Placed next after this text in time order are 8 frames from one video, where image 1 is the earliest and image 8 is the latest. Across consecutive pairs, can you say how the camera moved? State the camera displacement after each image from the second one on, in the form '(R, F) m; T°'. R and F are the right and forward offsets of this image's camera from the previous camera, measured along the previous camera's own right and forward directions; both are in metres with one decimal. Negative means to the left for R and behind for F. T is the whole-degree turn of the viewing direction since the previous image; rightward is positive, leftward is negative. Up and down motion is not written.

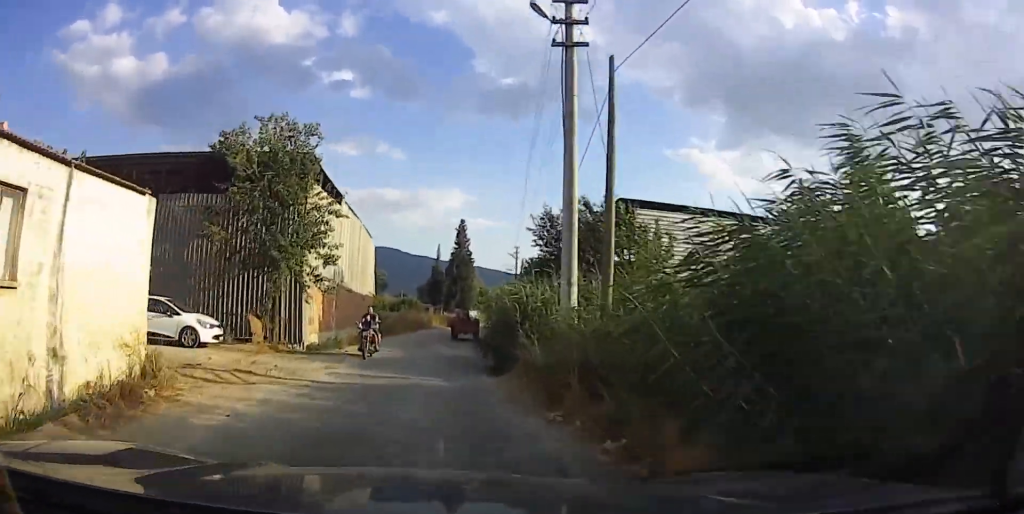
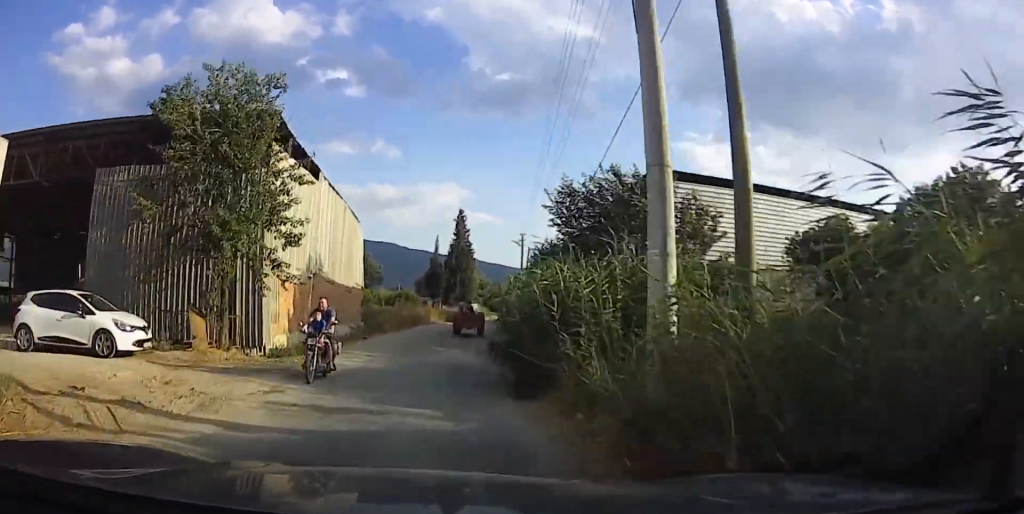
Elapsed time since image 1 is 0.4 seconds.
(+0.1, +4.9) m; +1°
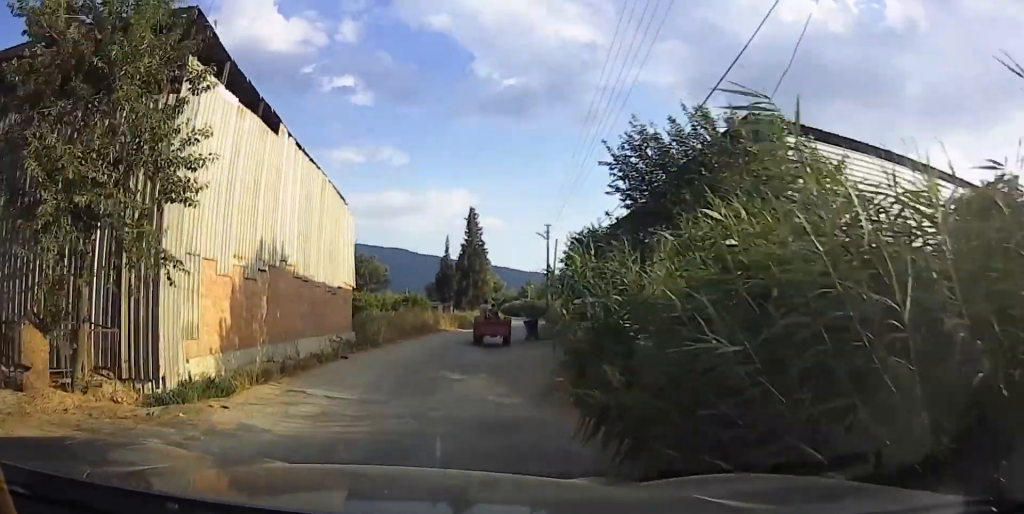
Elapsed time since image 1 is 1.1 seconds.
(0.0, +7.4) m; -1°
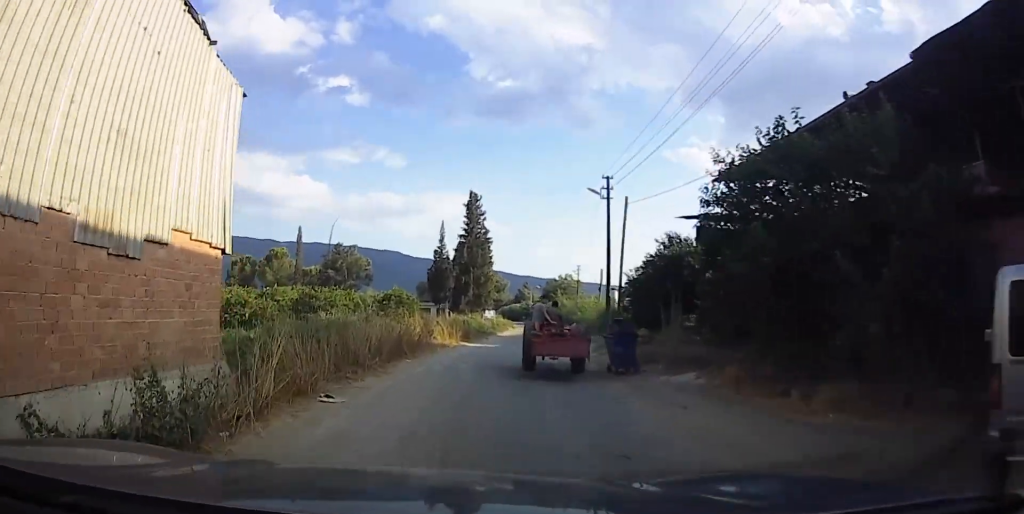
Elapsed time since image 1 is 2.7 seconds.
(-0.5, +16.0) m; -4°
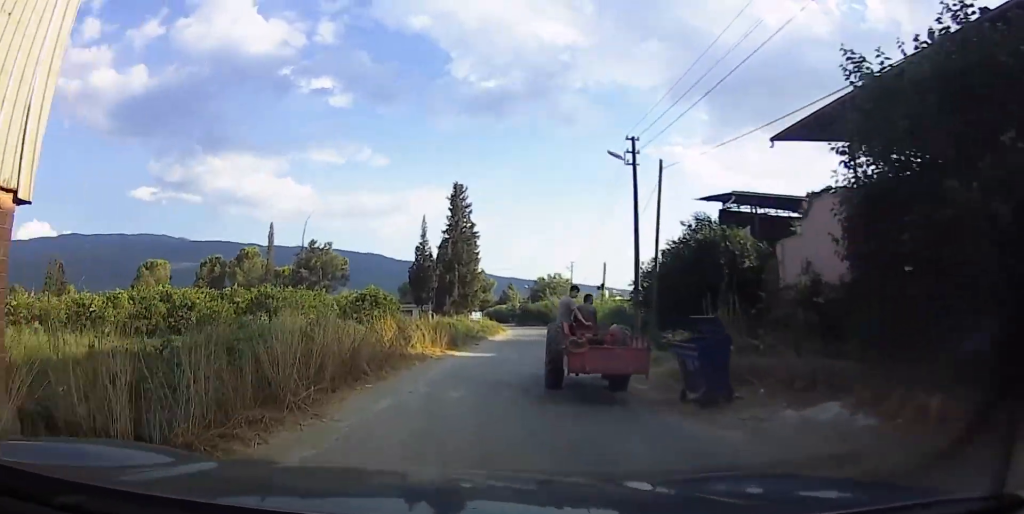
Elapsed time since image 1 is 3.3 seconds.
(+0.1, +5.9) m; -2°
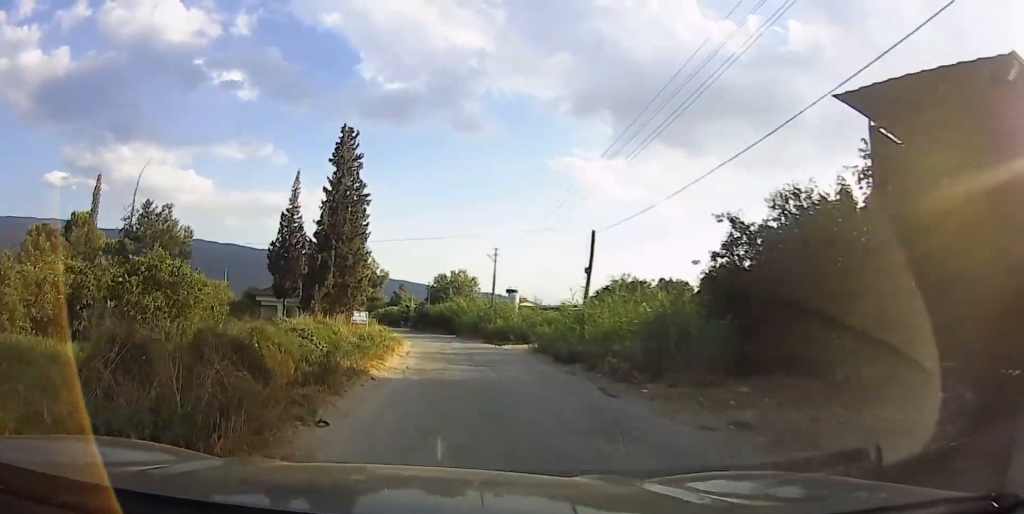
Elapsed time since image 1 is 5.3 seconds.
(+1.2, +18.4) m; +11°
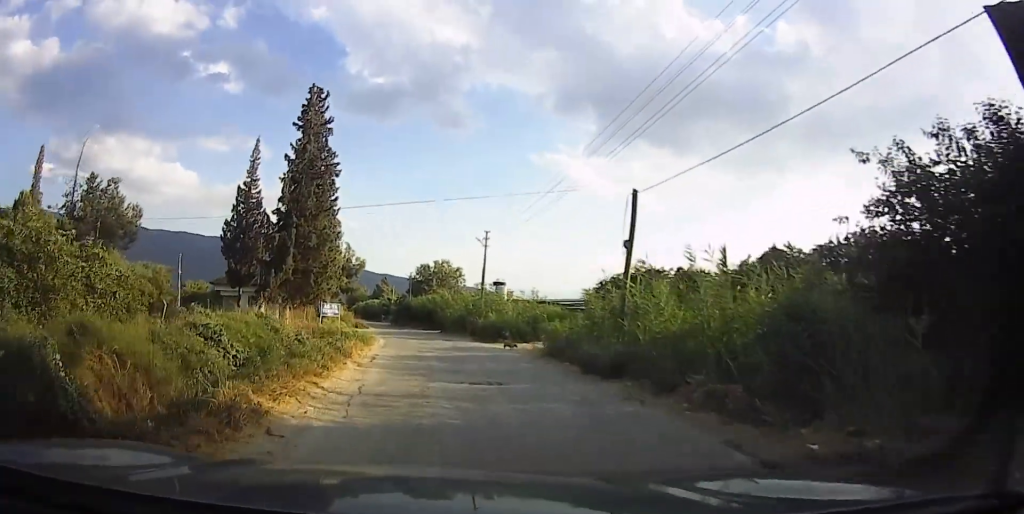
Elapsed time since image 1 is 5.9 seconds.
(0.0, +6.1) m; 0°
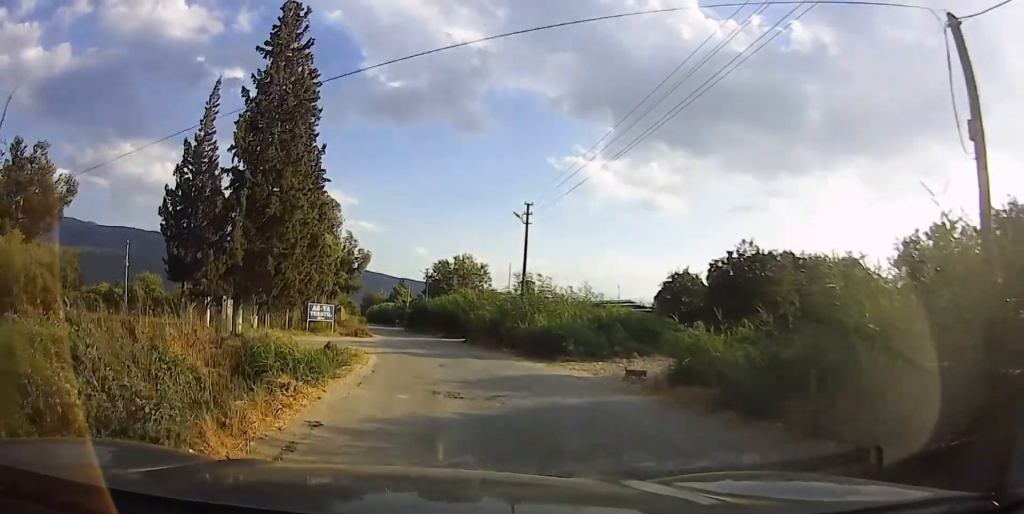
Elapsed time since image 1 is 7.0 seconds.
(+0.1, +10.8) m; +5°
